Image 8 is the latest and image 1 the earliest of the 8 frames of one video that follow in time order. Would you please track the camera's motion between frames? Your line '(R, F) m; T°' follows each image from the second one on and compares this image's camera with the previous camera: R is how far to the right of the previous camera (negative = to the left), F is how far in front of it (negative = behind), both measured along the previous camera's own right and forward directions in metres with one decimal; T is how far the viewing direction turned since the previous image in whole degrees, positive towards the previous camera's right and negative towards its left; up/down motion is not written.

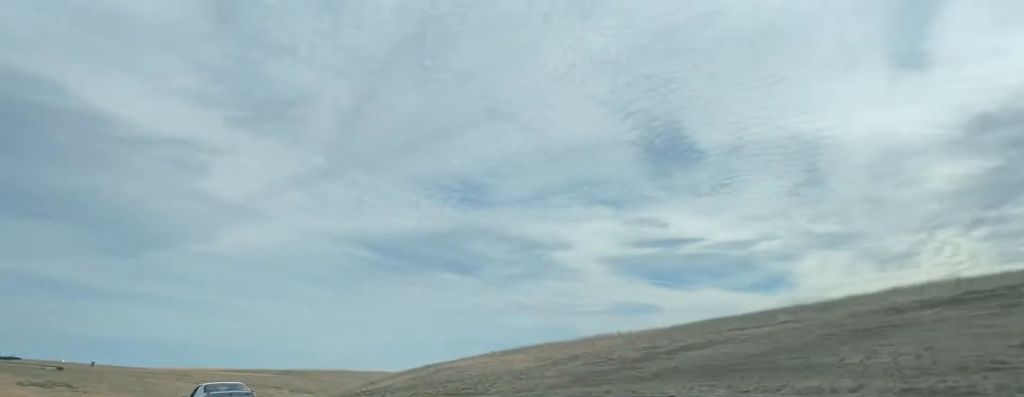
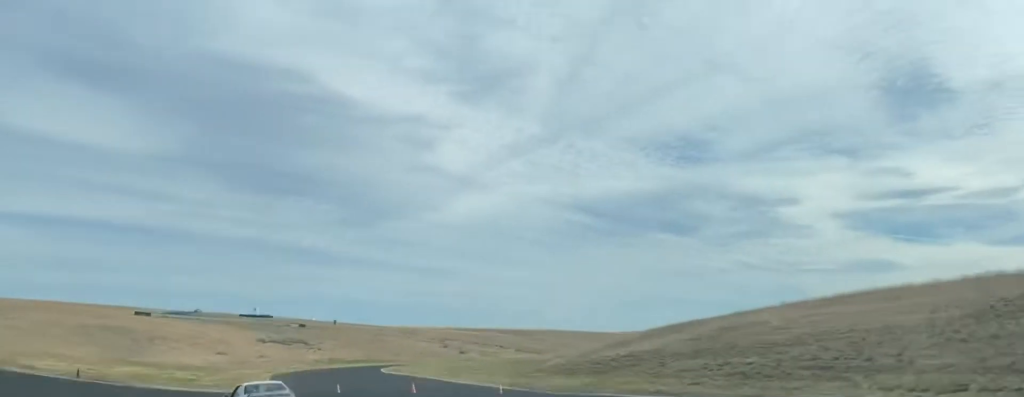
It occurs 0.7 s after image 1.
(-2.7, +21.4) m; -20°
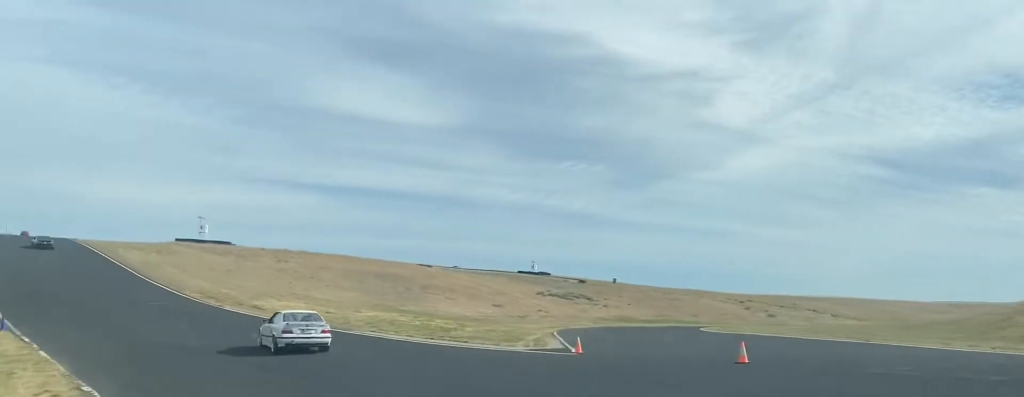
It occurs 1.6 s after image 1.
(-6.9, +28.5) m; -21°
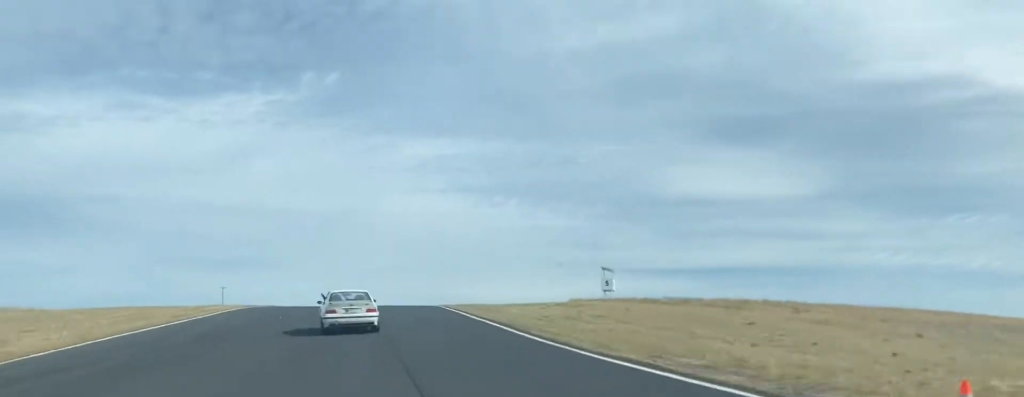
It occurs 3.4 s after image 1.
(-17.9, +59.7) m; -26°
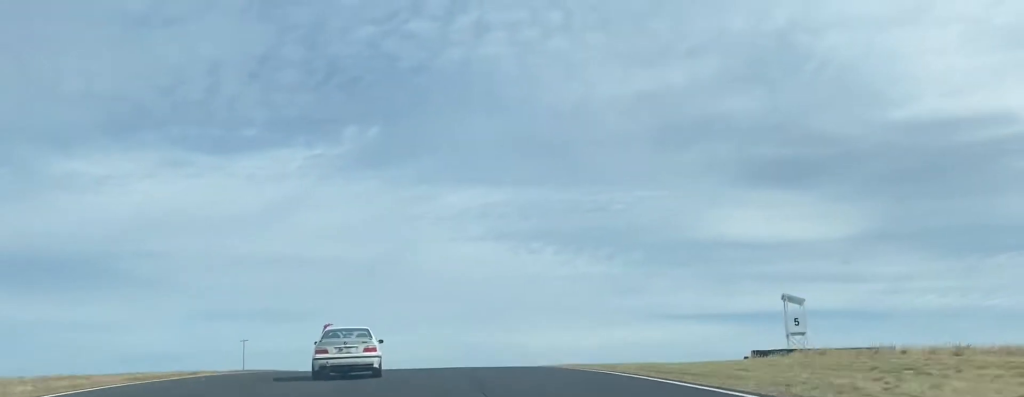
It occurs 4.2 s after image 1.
(-1.9, +34.2) m; -1°
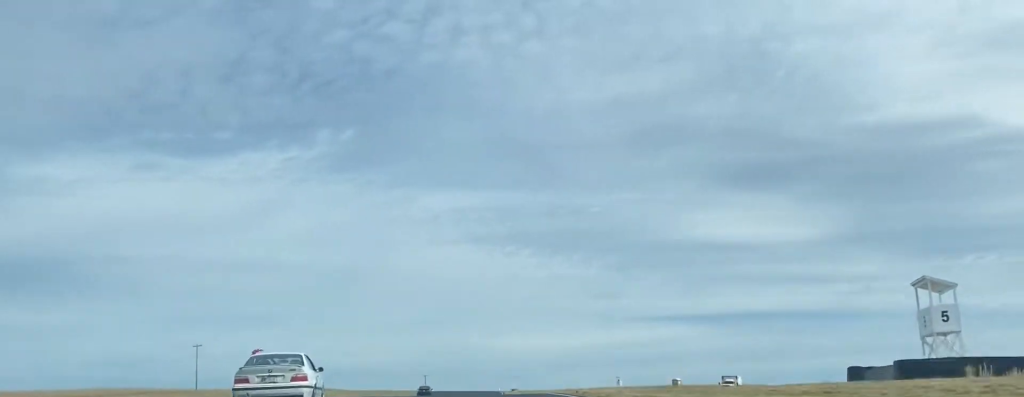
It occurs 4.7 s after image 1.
(-1.0, +20.1) m; +2°
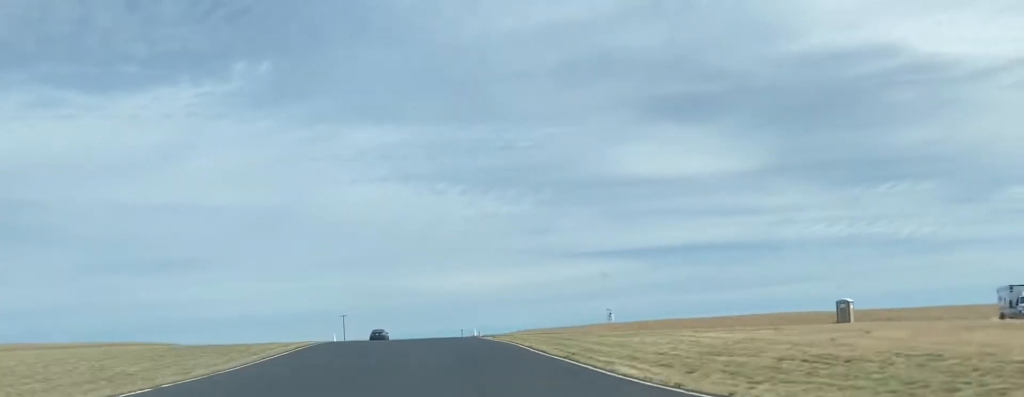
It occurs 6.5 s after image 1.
(+11.3, +78.6) m; +11°
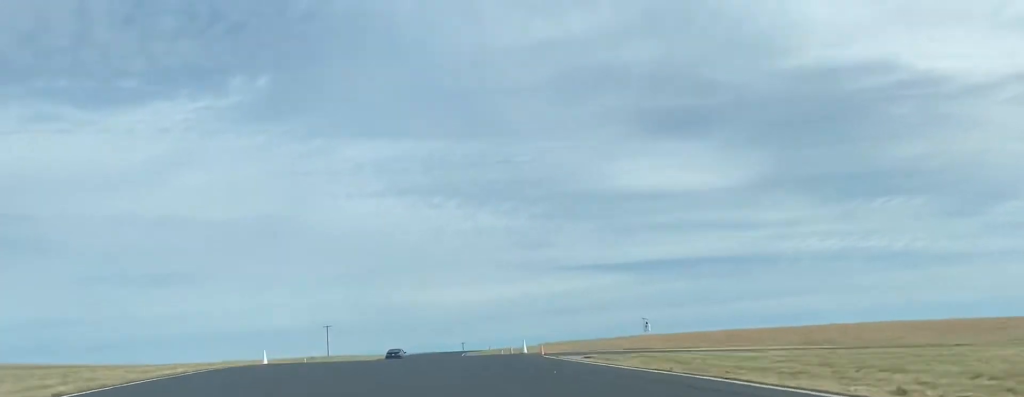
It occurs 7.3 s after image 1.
(+0.4, +33.3) m; 0°
